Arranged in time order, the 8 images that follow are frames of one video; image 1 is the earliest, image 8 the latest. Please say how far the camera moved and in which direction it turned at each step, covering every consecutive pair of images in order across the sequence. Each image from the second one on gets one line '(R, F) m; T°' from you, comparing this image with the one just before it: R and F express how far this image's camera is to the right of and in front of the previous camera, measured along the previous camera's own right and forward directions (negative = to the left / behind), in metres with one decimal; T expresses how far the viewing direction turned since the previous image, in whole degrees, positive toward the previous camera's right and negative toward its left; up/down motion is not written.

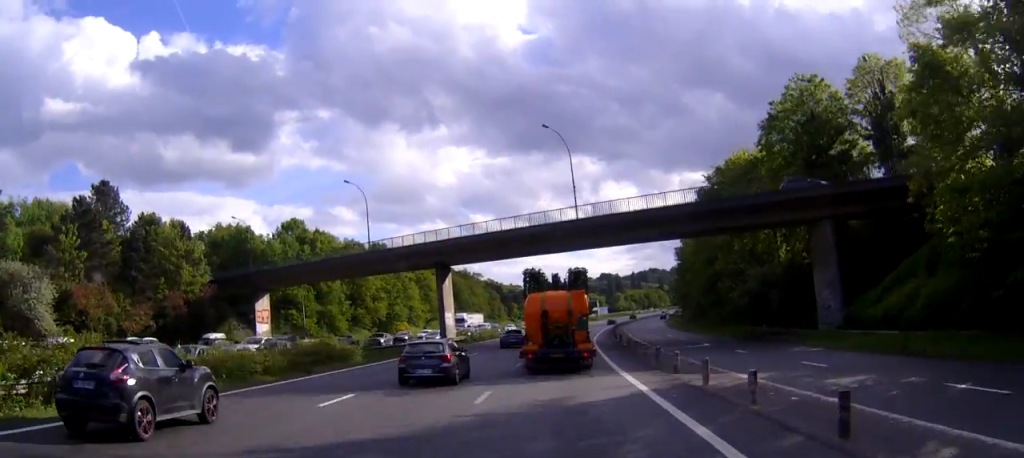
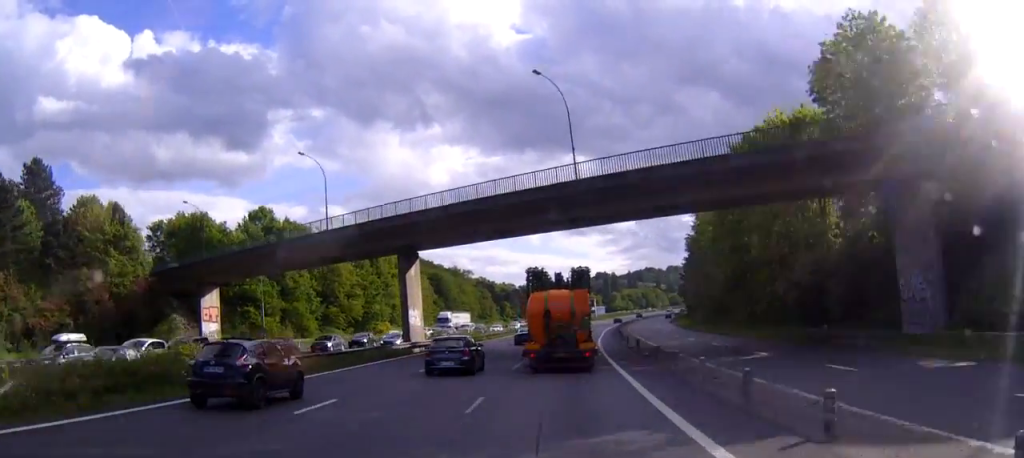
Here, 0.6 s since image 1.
(0.0, +15.0) m; 0°
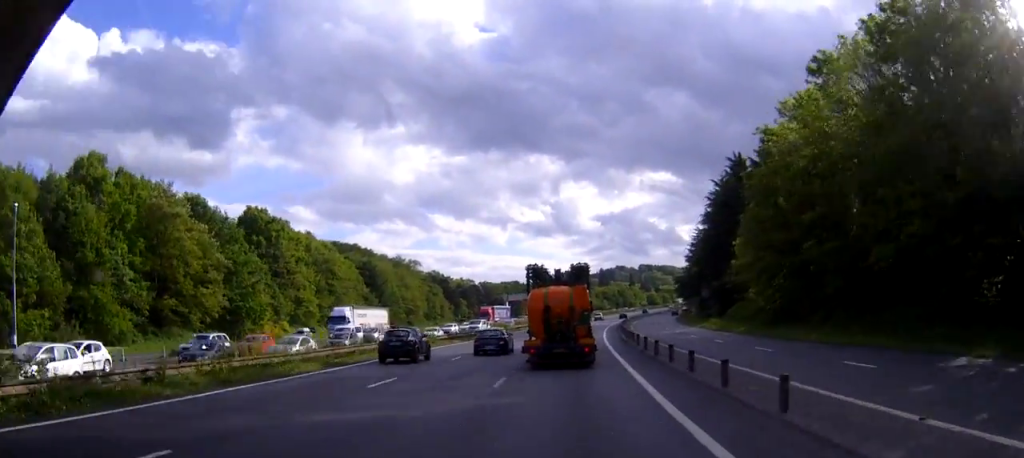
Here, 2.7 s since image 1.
(+1.4, +49.5) m; +3°
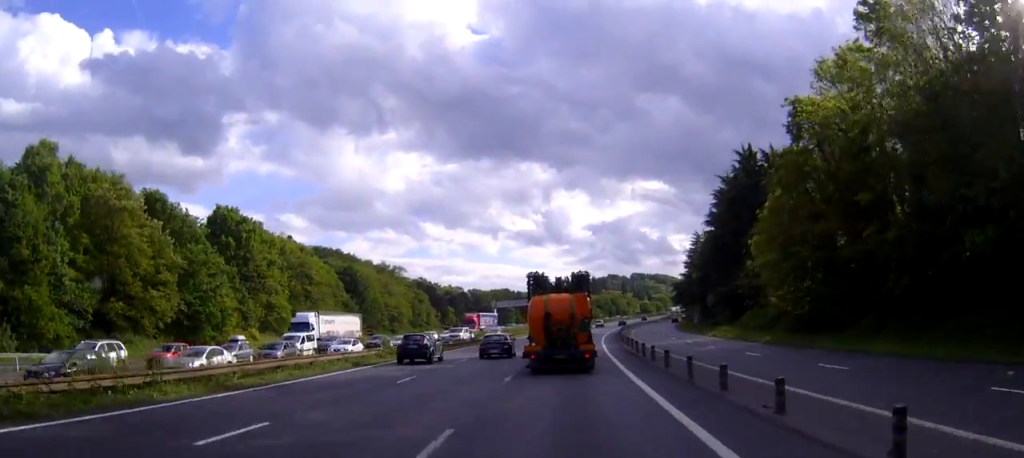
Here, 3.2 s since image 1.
(+0.1, +10.2) m; 0°
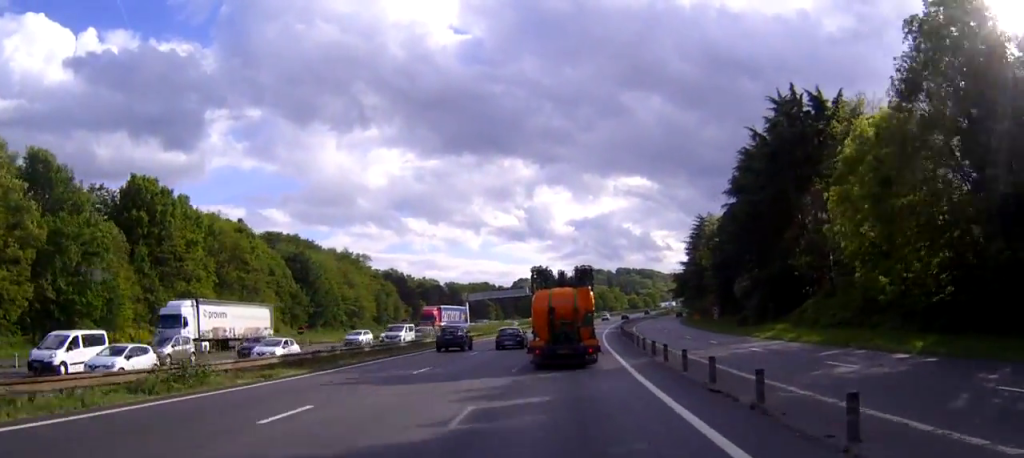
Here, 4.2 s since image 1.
(+0.1, +25.1) m; +1°
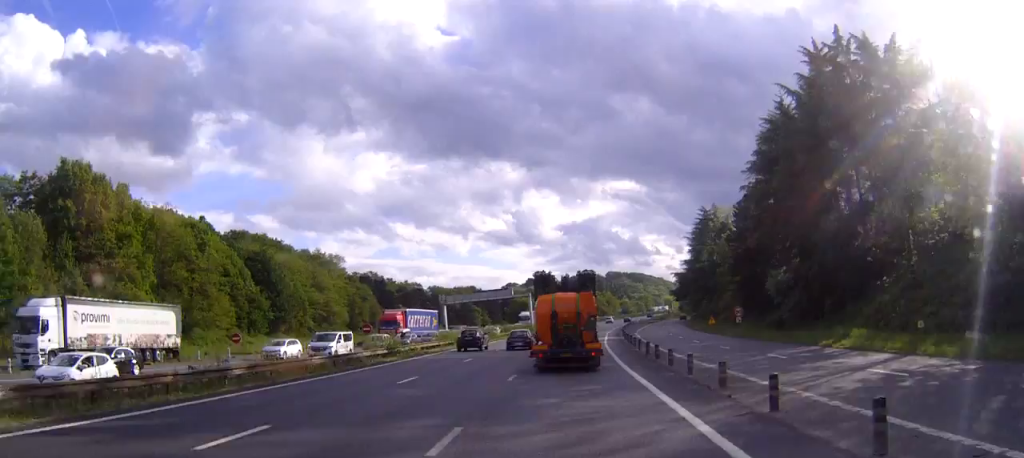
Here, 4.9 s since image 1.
(+0.1, +16.4) m; +1°
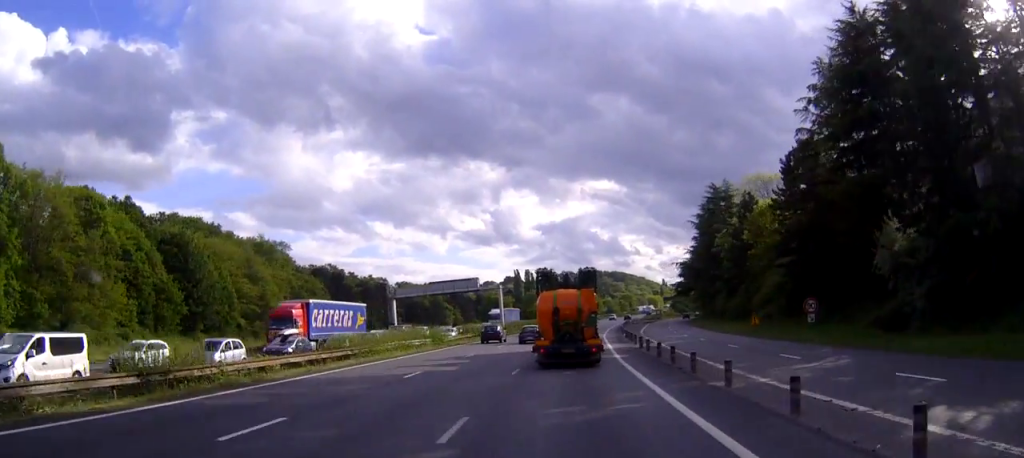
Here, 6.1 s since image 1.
(+0.4, +26.9) m; +2°
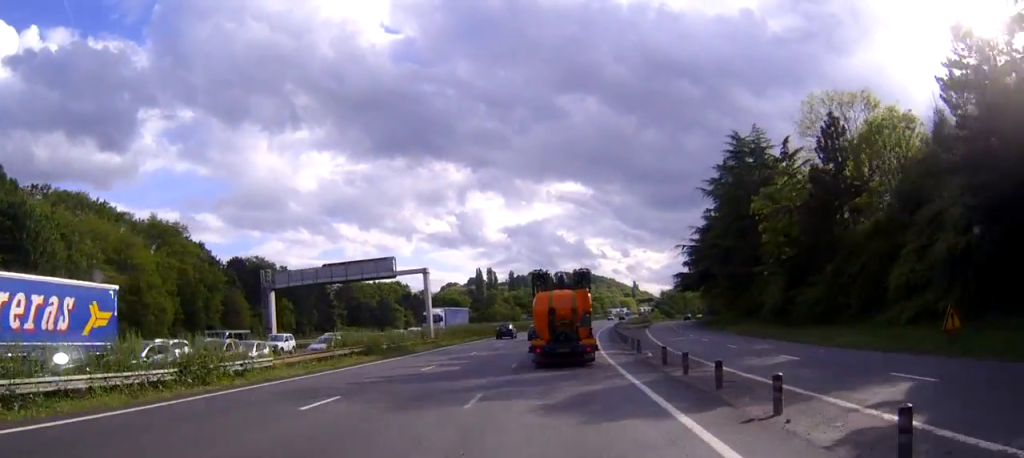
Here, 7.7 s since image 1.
(+0.6, +36.0) m; +2°
